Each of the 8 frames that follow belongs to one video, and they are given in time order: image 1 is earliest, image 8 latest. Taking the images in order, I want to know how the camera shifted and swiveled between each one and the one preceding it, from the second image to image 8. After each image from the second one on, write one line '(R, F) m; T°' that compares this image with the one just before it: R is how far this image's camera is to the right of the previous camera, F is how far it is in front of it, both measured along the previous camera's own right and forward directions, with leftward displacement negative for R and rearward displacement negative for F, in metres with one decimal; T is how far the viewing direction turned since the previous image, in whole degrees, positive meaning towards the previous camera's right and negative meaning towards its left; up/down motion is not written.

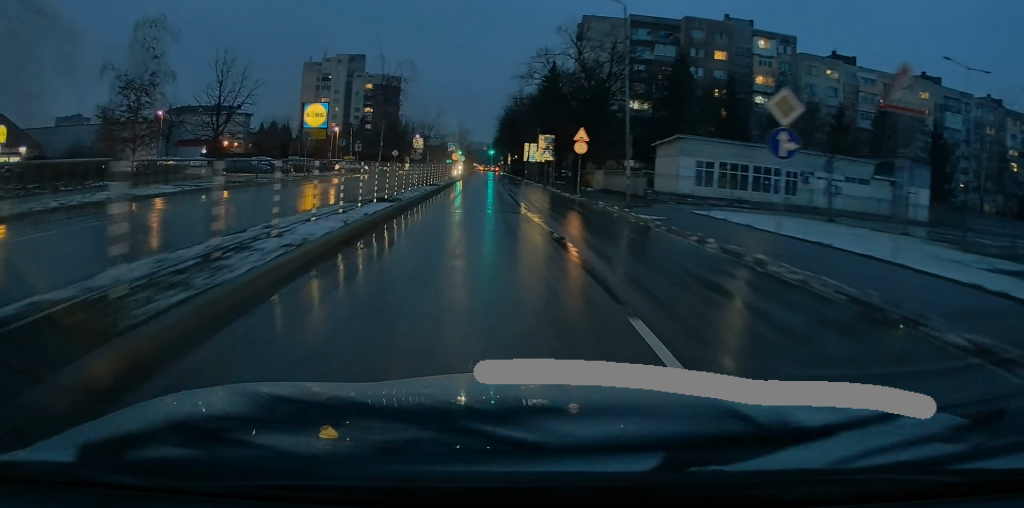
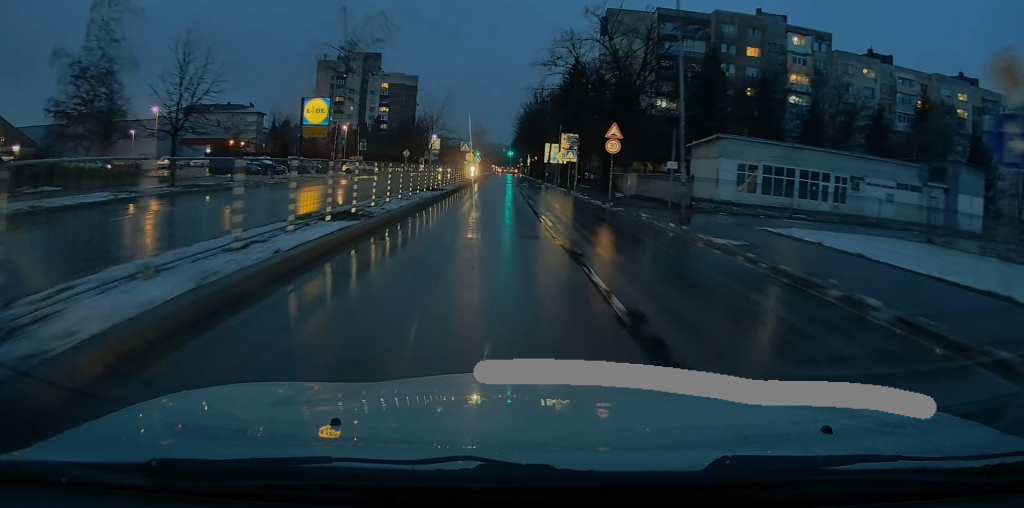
(-0.2, +5.8) m; -1°
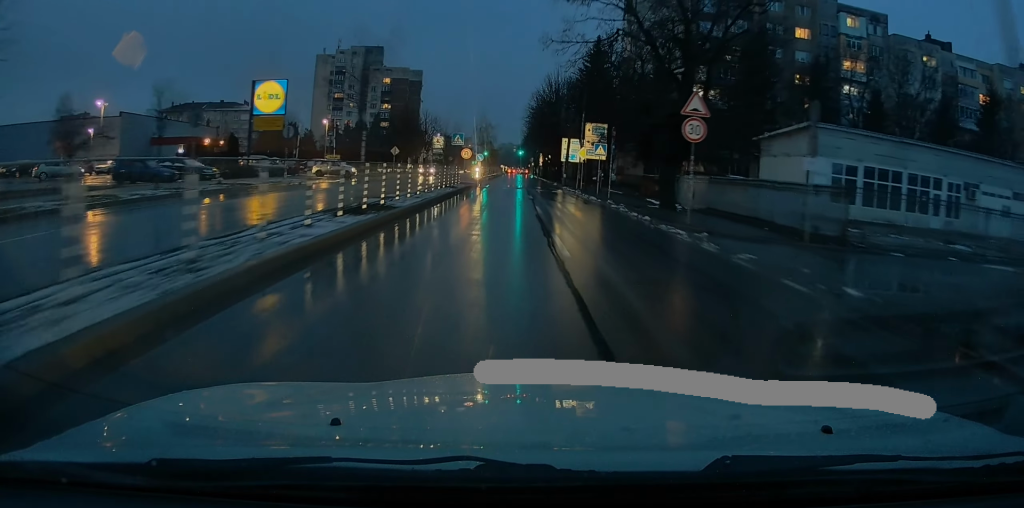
(-0.1, +13.6) m; -1°
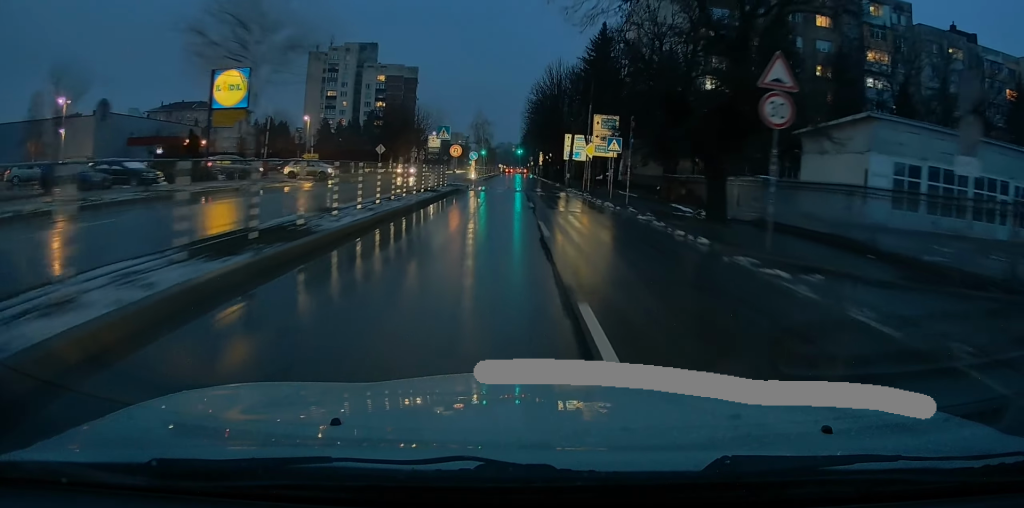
(0.0, +6.2) m; -1°
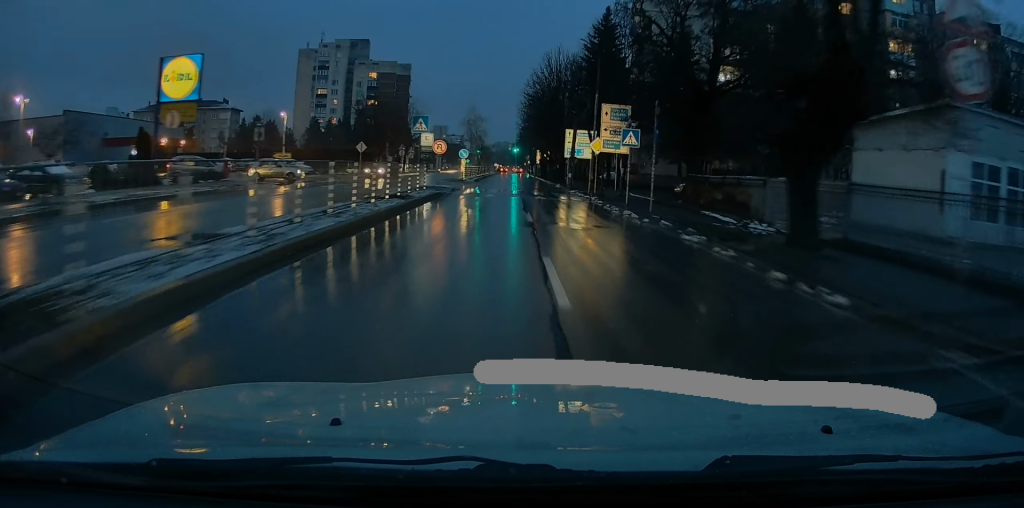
(-0.2, +5.8) m; -1°
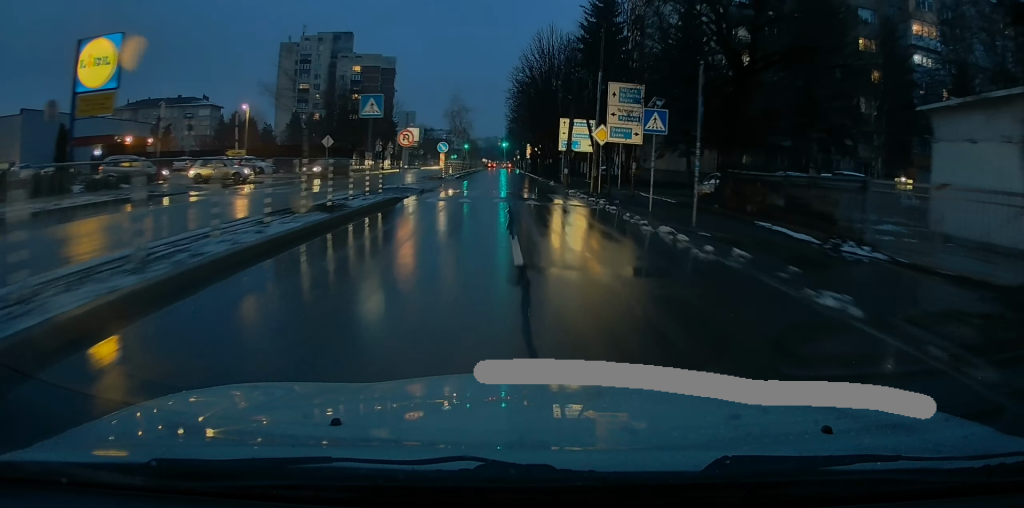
(0.0, +6.4) m; +1°
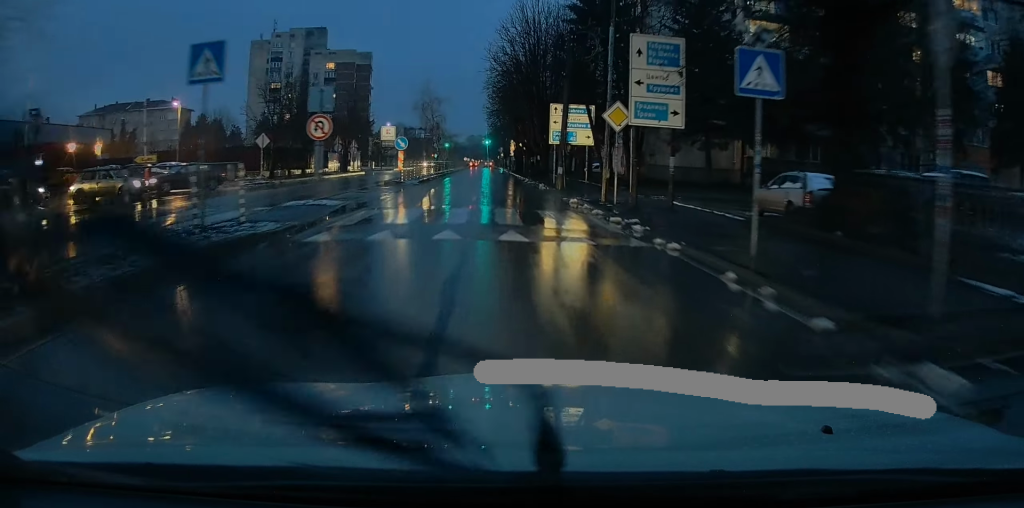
(+0.2, +9.4) m; +2°
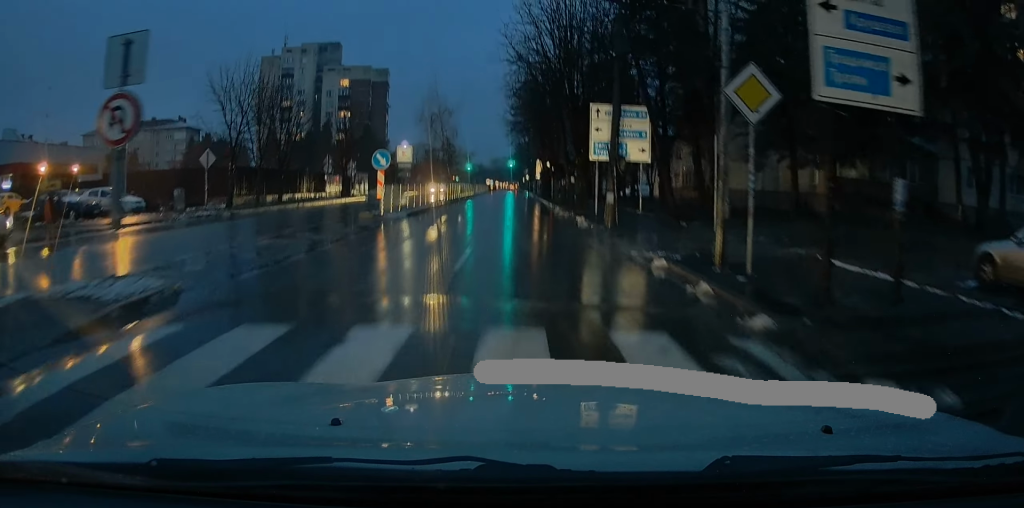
(0.0, +10.5) m; -1°
